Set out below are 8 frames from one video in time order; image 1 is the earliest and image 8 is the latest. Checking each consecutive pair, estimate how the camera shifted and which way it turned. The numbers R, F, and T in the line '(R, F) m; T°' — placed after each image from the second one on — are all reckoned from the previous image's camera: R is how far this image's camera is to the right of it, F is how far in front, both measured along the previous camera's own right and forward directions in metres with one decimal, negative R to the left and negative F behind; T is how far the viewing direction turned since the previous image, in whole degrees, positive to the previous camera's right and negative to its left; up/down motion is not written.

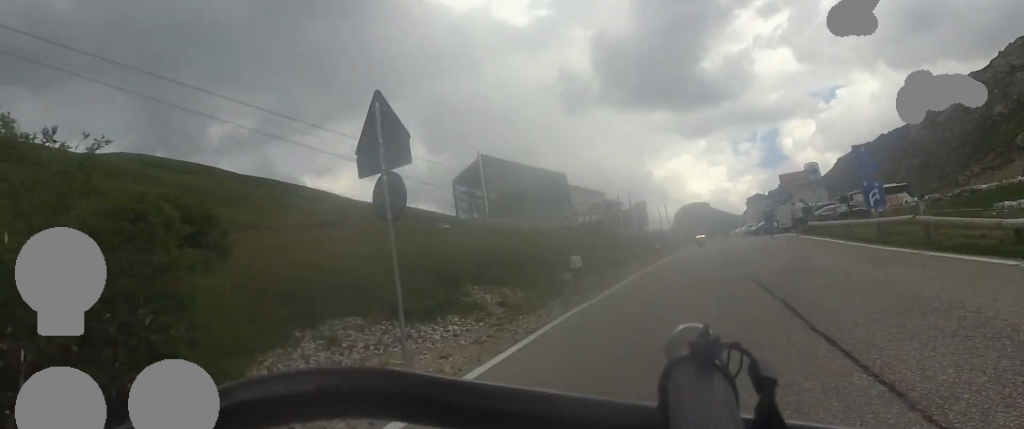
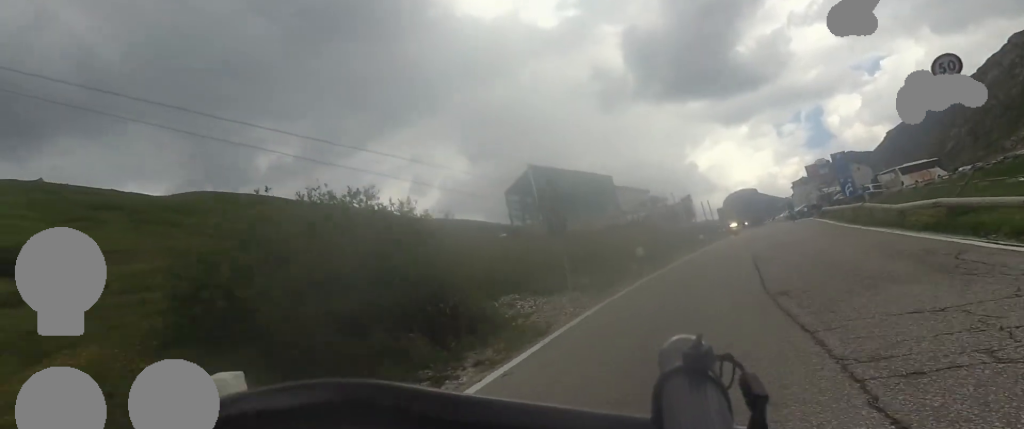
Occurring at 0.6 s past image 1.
(-0.6, +7.8) m; -4°
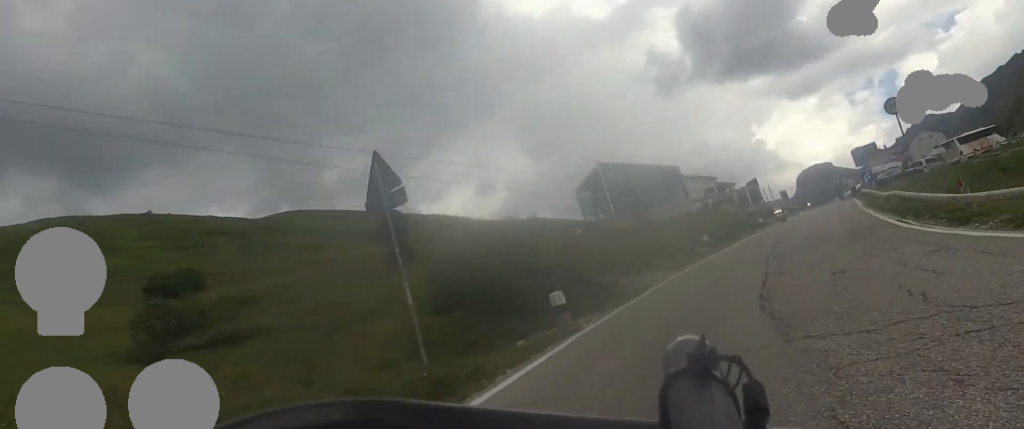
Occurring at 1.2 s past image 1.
(-0.8, +8.4) m; -5°
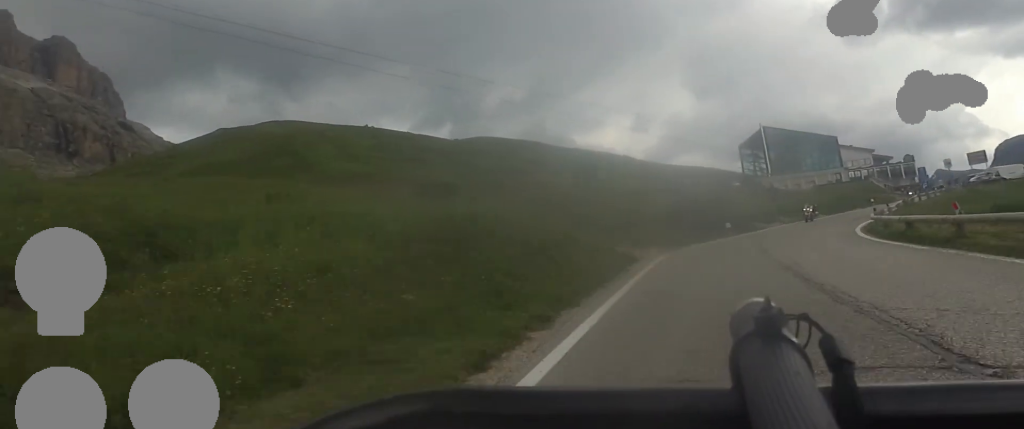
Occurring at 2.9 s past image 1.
(-2.2, +25.1) m; -6°
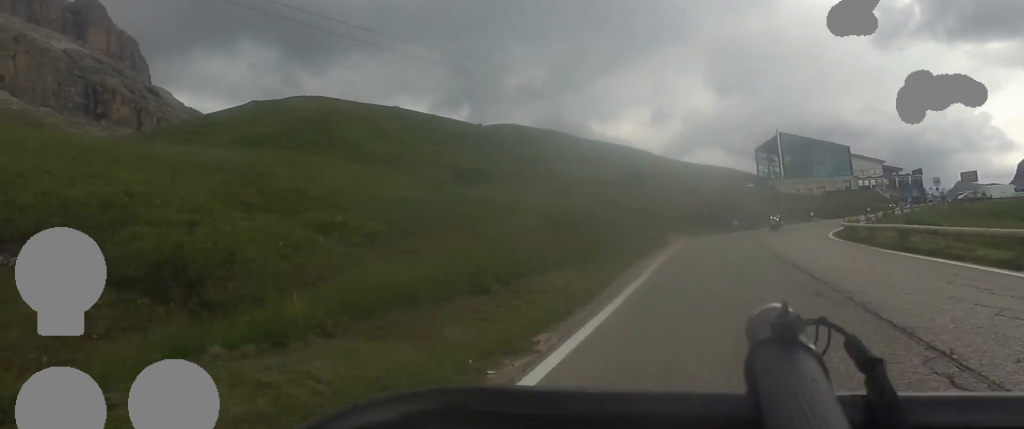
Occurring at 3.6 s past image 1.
(+0.2, +9.4) m; 0°
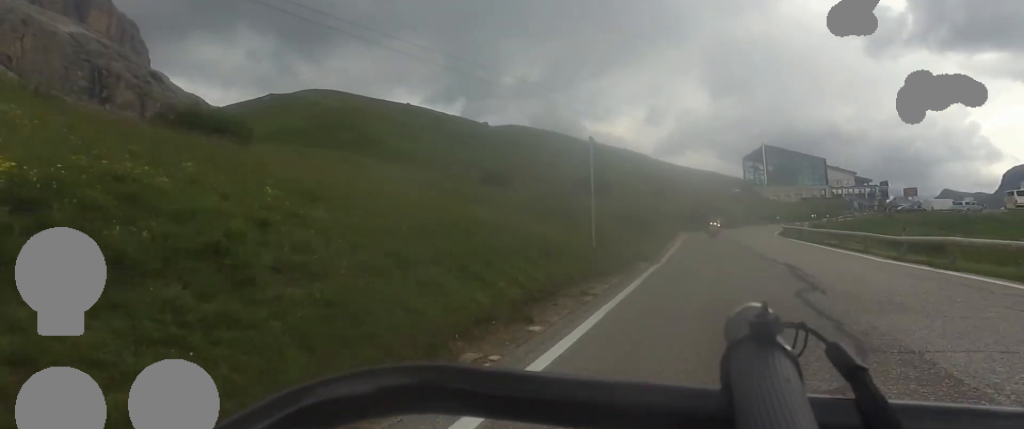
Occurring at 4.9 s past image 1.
(-0.1, +19.6) m; -4°
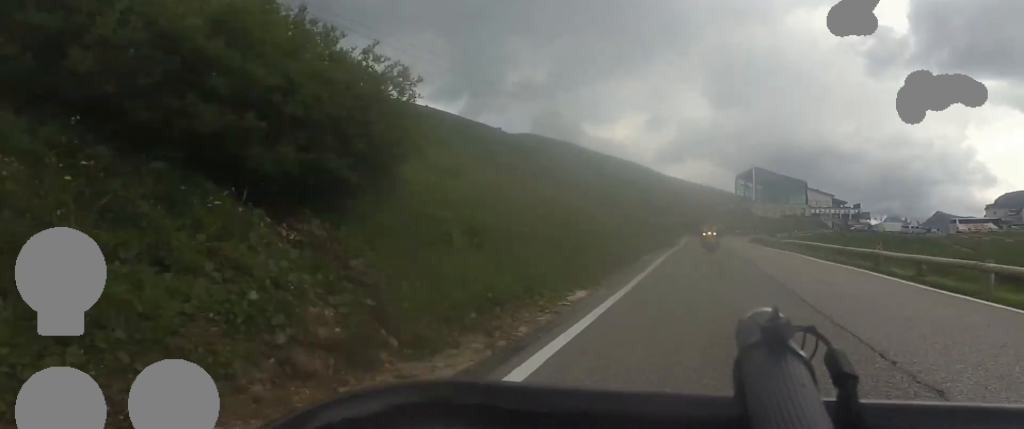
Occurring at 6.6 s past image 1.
(+0.3, +26.0) m; +6°
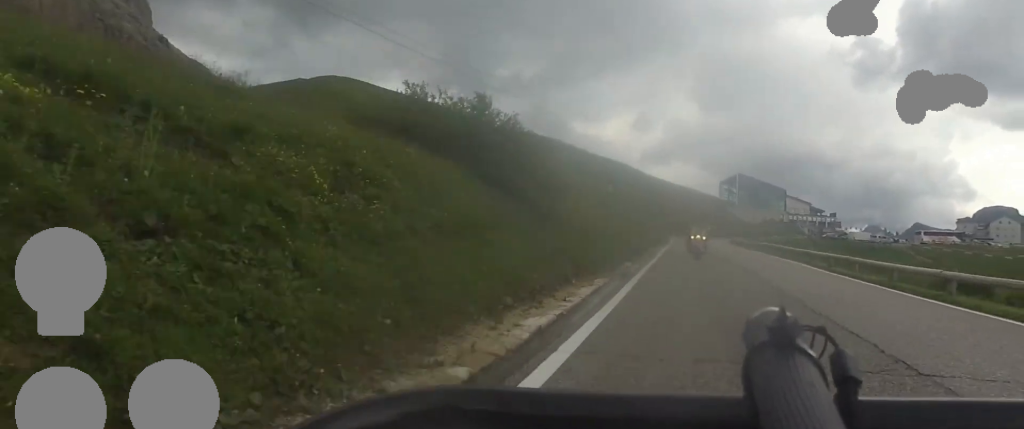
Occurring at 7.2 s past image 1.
(+0.5, +10.1) m; +4°
